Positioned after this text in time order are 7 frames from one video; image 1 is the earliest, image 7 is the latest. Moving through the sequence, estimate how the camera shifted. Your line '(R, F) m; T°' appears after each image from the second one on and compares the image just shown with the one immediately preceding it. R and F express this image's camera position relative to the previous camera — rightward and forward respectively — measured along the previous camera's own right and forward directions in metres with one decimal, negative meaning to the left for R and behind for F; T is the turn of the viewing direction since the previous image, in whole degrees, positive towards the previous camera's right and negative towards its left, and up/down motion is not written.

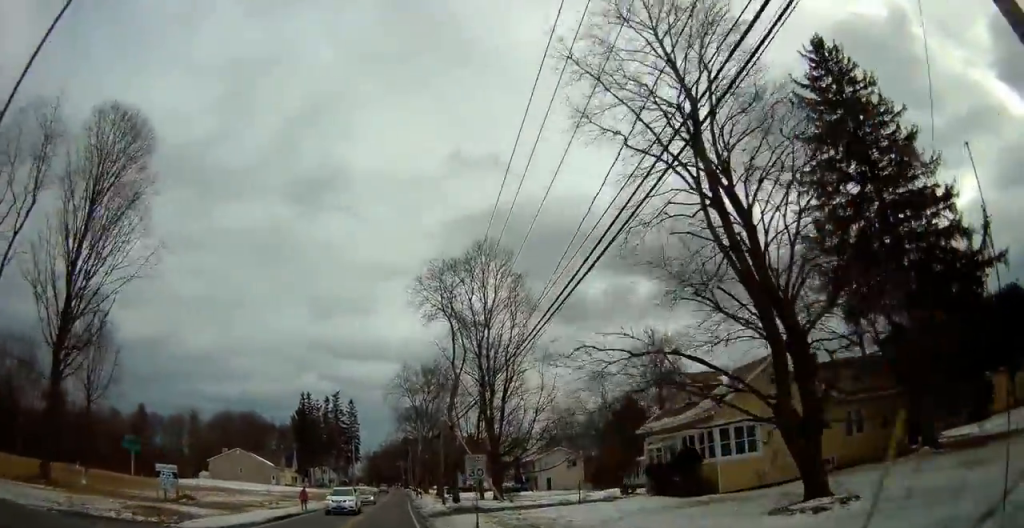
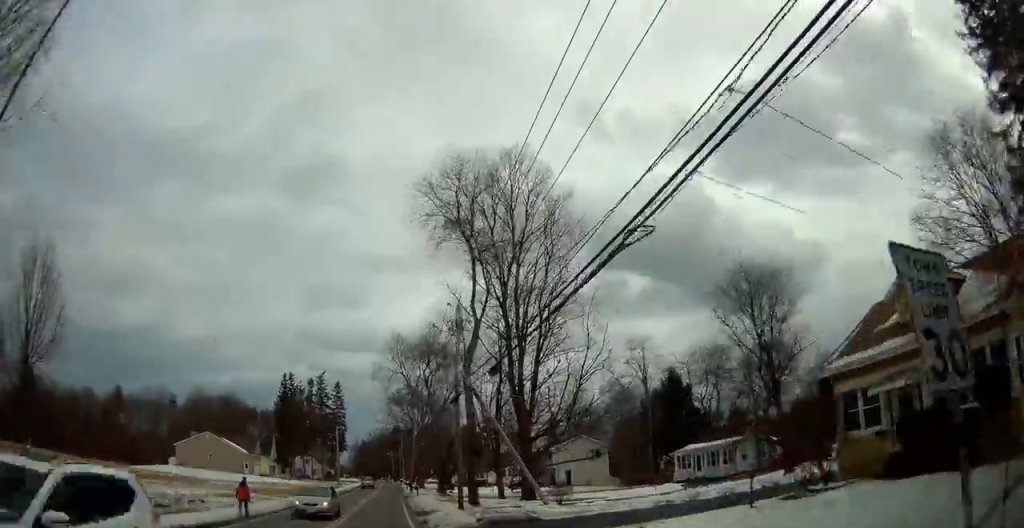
(+0.4, +15.6) m; +1°
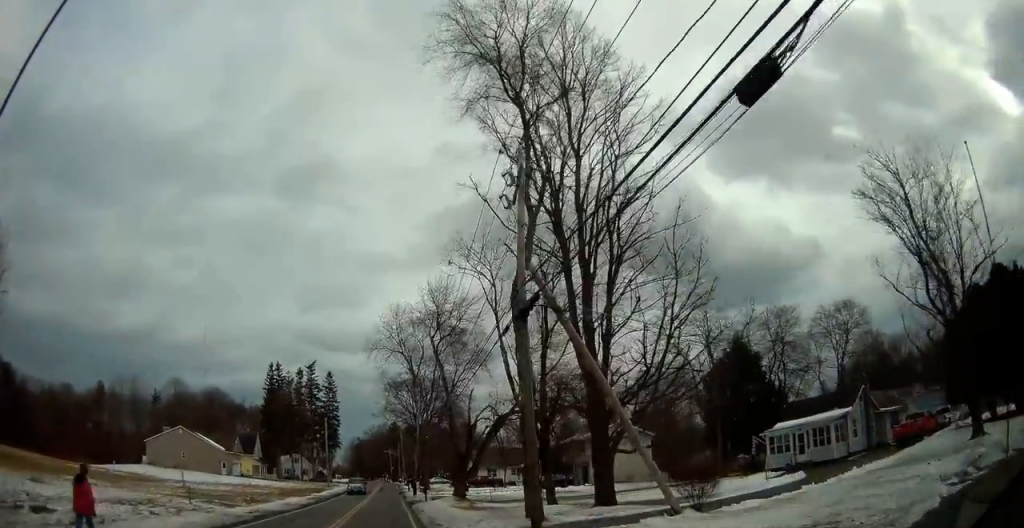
(-0.4, +14.6) m; 0°
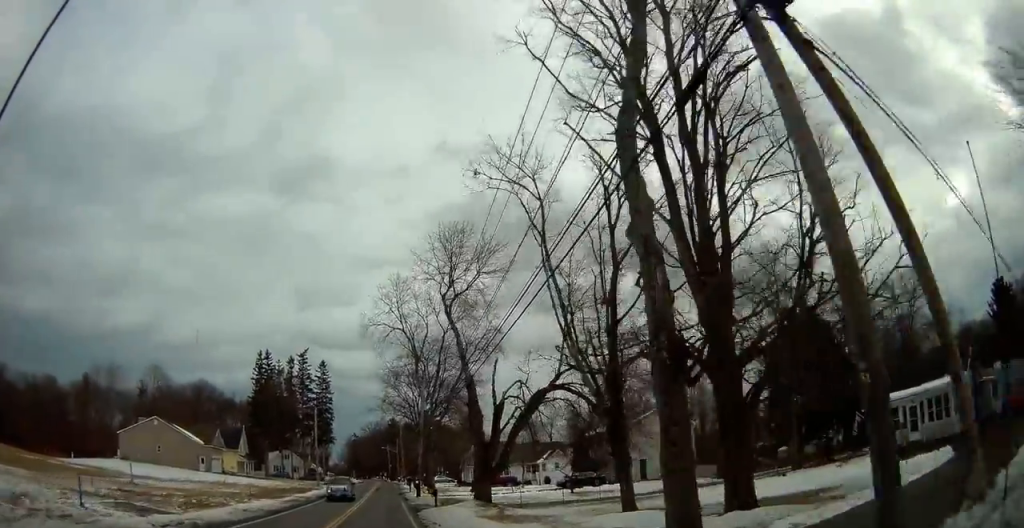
(+0.2, +10.7) m; 0°
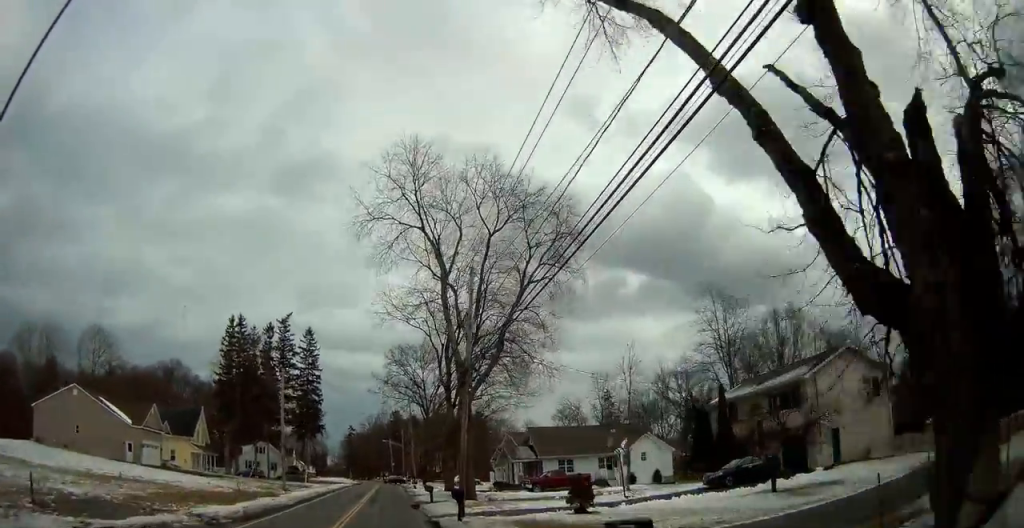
(-0.1, +26.7) m; 0°
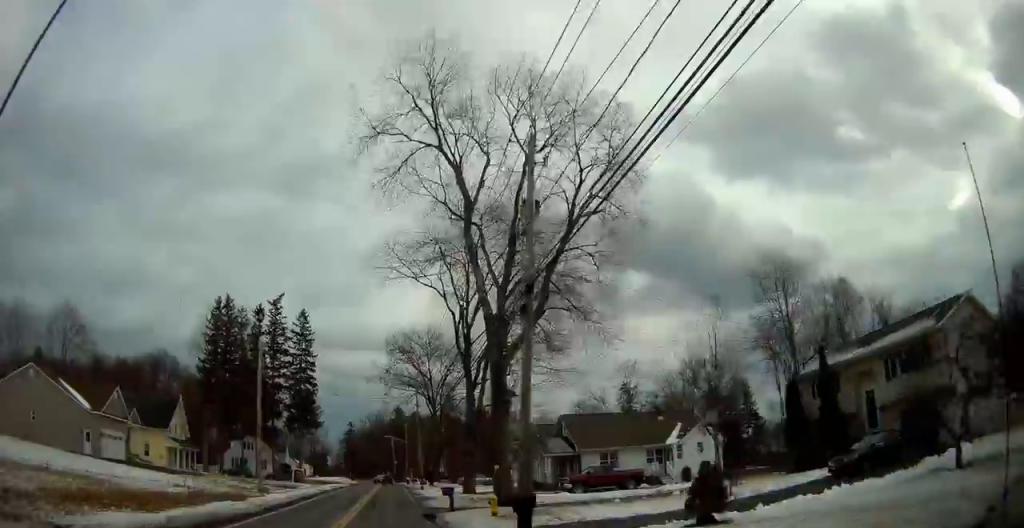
(+0.1, +10.1) m; +1°
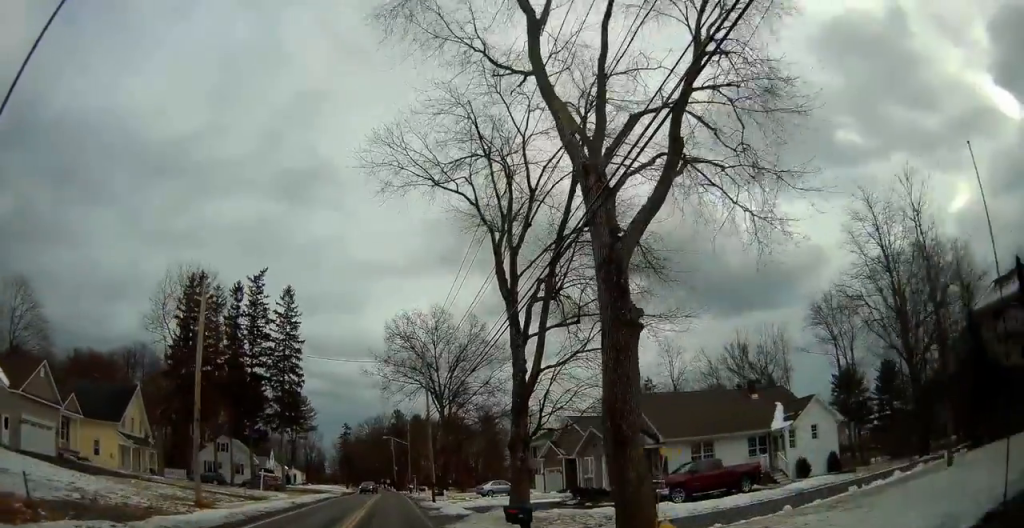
(+0.1, +13.7) m; +1°
